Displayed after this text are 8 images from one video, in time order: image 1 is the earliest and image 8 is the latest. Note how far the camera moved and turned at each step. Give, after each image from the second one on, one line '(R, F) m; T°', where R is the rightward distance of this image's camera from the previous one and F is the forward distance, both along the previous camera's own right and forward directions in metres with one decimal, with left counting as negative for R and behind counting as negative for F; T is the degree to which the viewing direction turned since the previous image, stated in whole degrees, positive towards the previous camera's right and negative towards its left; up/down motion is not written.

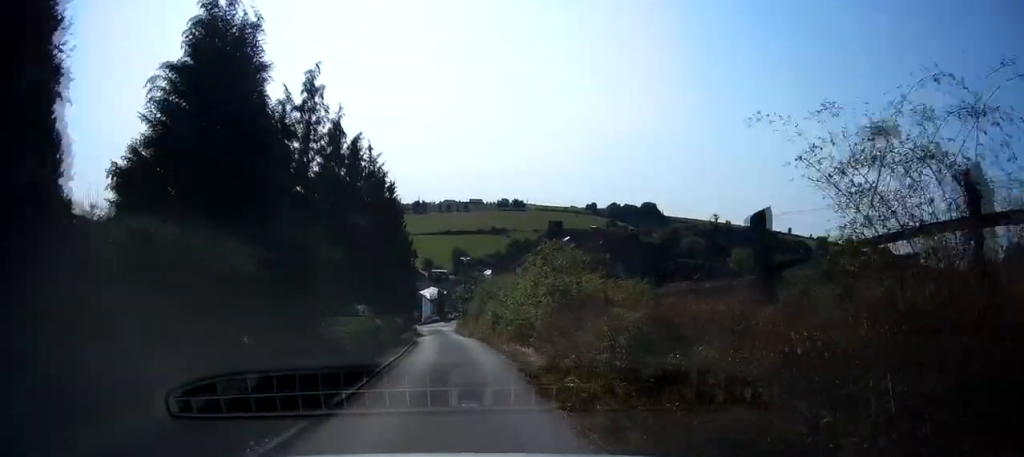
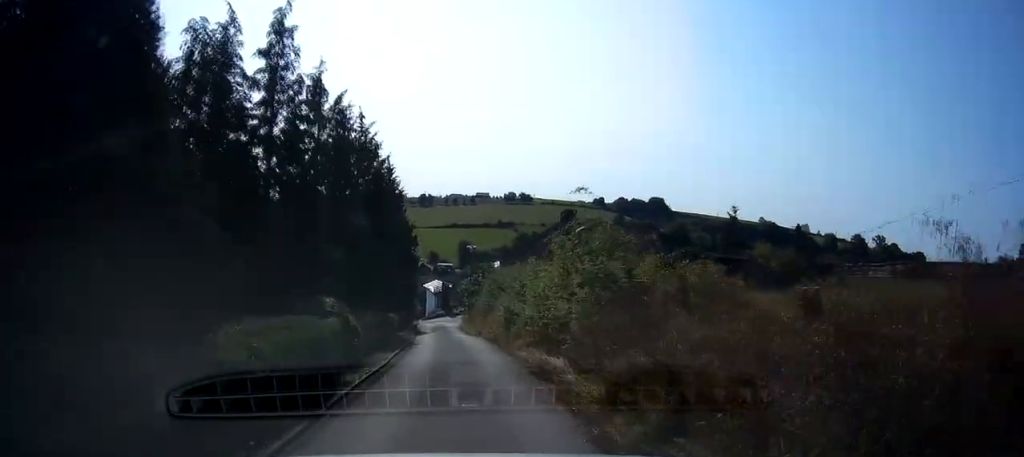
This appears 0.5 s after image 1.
(-0.3, +4.6) m; -2°
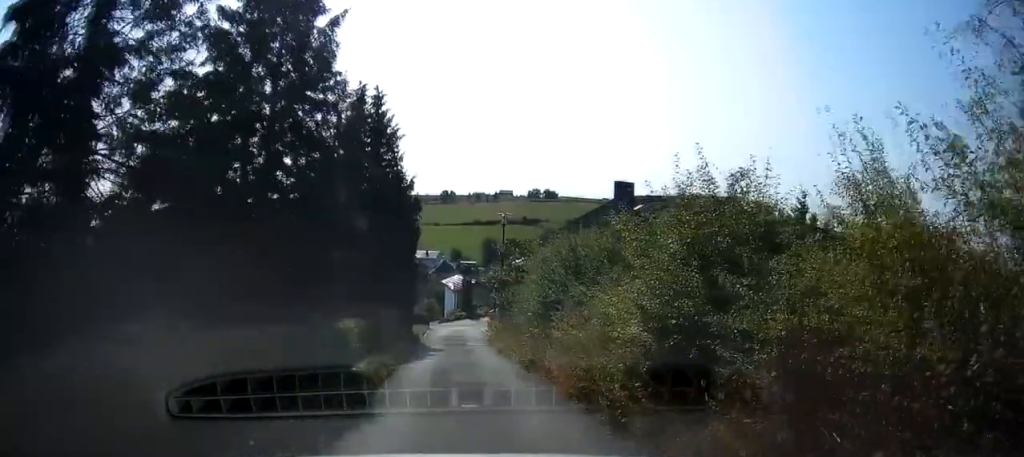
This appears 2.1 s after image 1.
(-0.5, +14.1) m; -4°
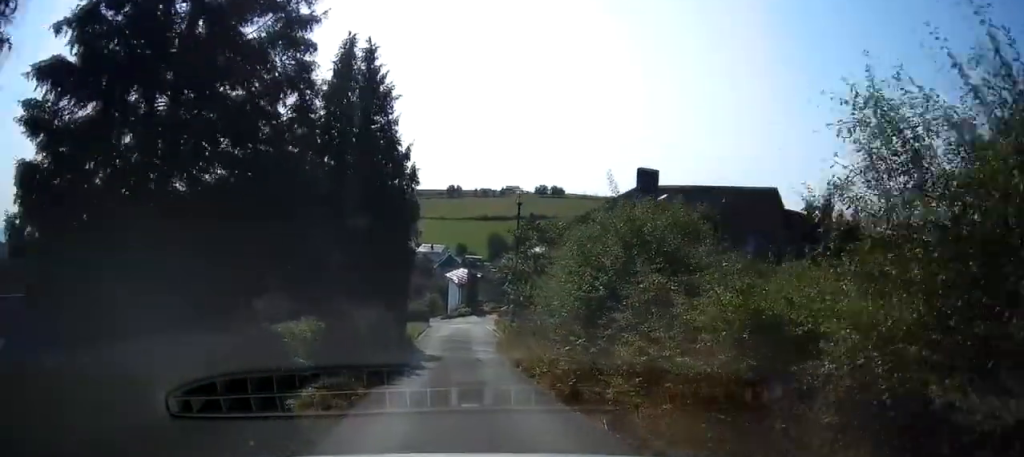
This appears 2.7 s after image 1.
(-0.2, +4.7) m; 0°
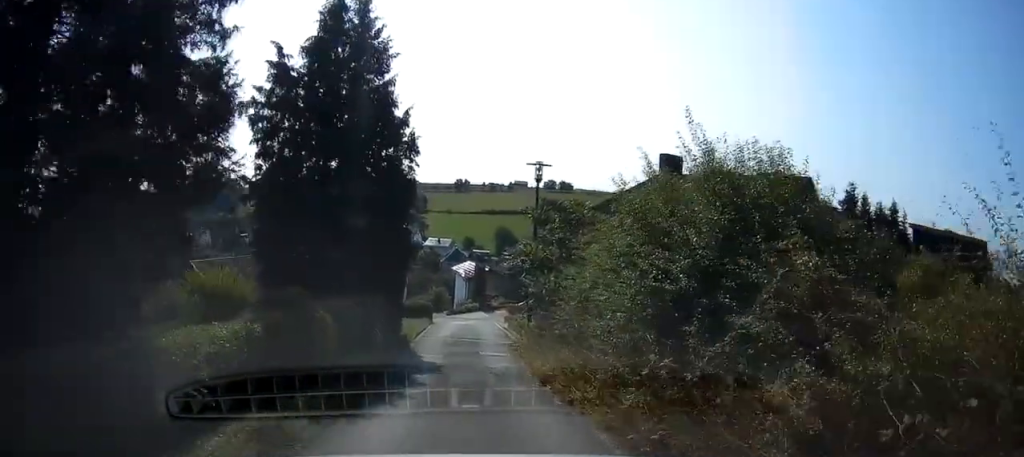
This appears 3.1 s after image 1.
(0.0, +3.4) m; 0°
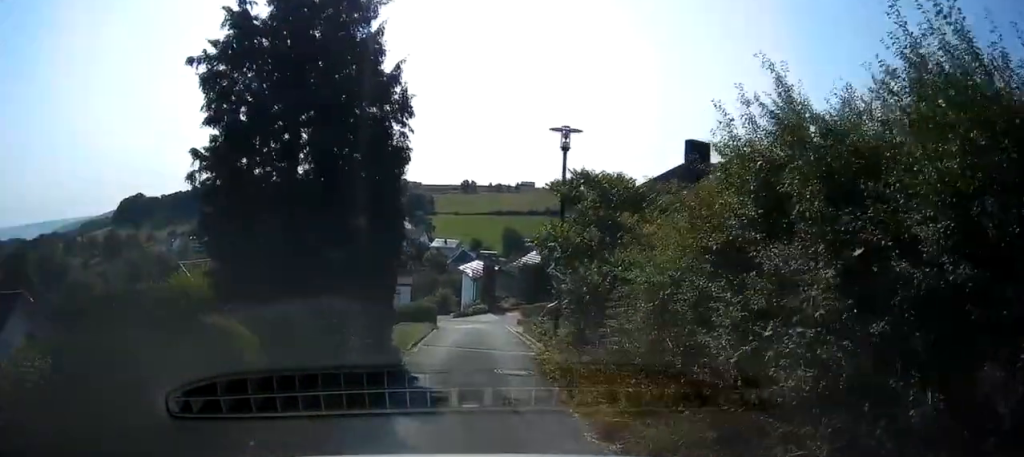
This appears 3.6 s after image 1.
(+0.1, +3.8) m; +1°
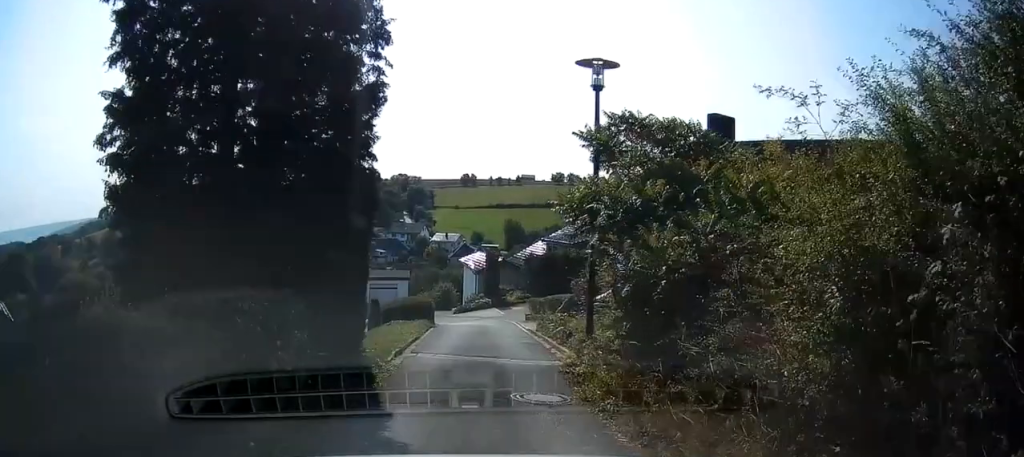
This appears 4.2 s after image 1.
(0.0, +3.8) m; -1°
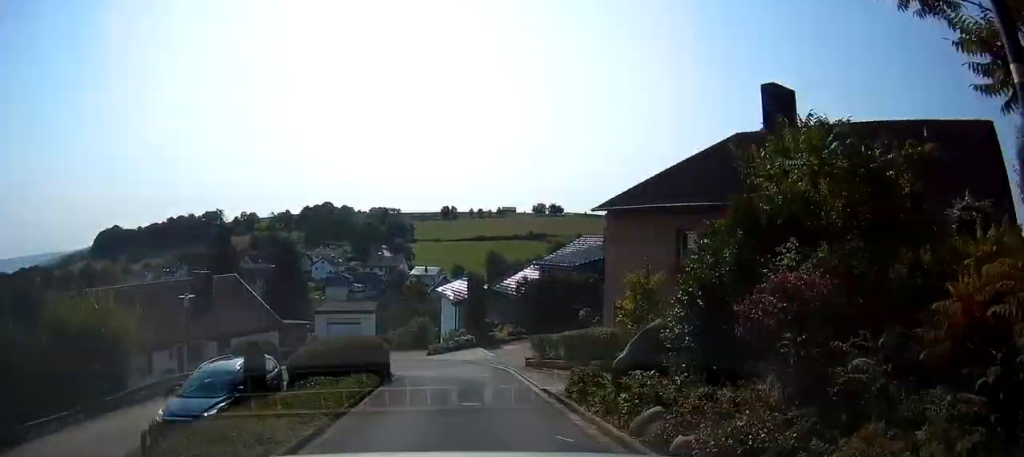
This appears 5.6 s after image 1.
(-0.5, +9.8) m; -1°
